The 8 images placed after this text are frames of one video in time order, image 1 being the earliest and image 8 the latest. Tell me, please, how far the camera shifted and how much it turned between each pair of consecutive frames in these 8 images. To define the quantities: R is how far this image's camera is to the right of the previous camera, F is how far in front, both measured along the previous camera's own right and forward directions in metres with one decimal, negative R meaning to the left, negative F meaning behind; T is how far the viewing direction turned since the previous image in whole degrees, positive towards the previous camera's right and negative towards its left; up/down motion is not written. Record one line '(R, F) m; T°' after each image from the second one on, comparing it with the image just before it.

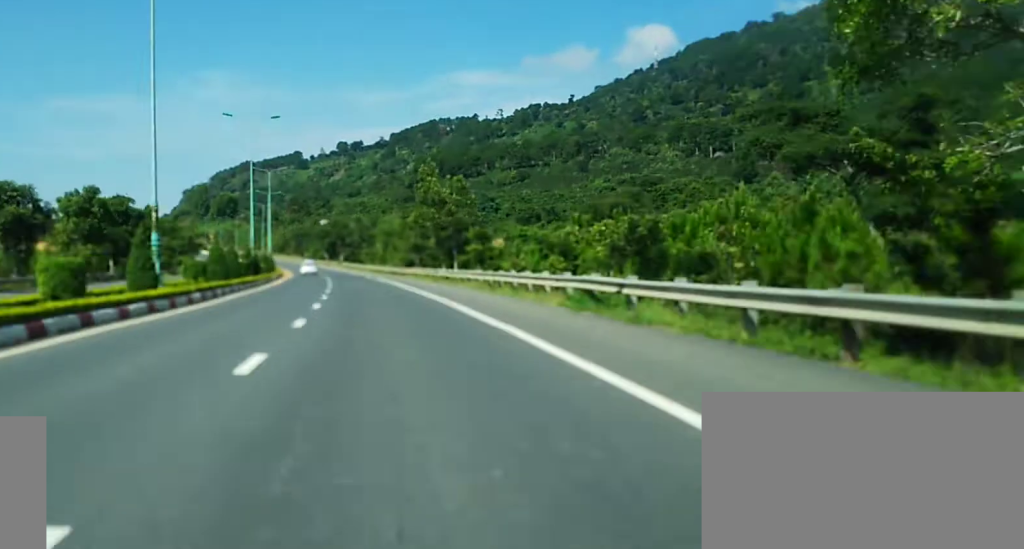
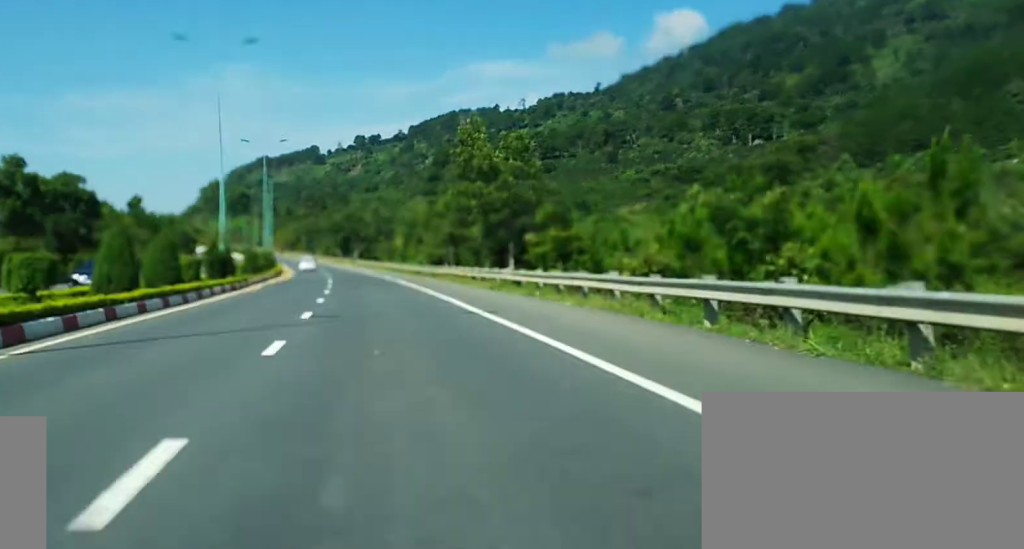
(-0.1, +22.2) m; 0°
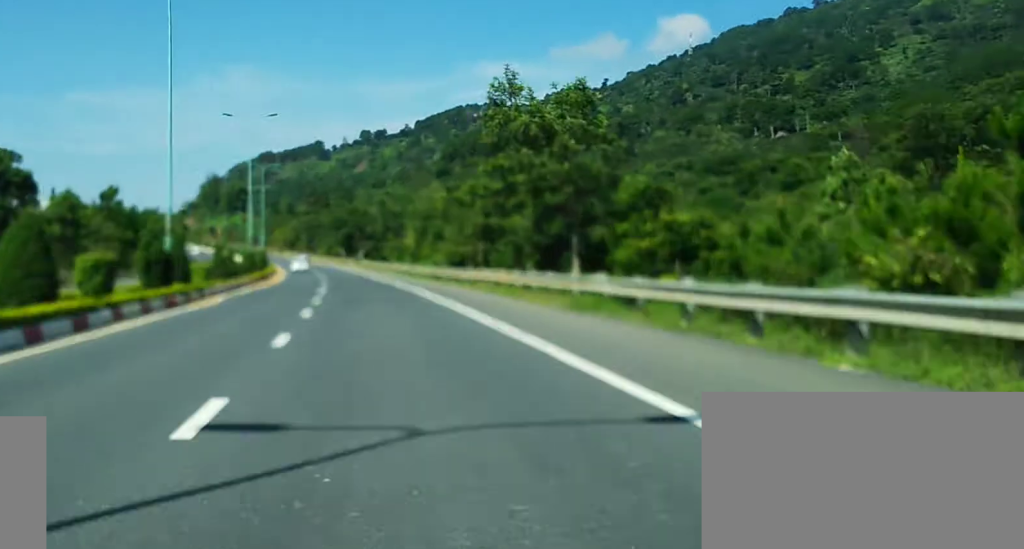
(0.0, +12.7) m; 0°
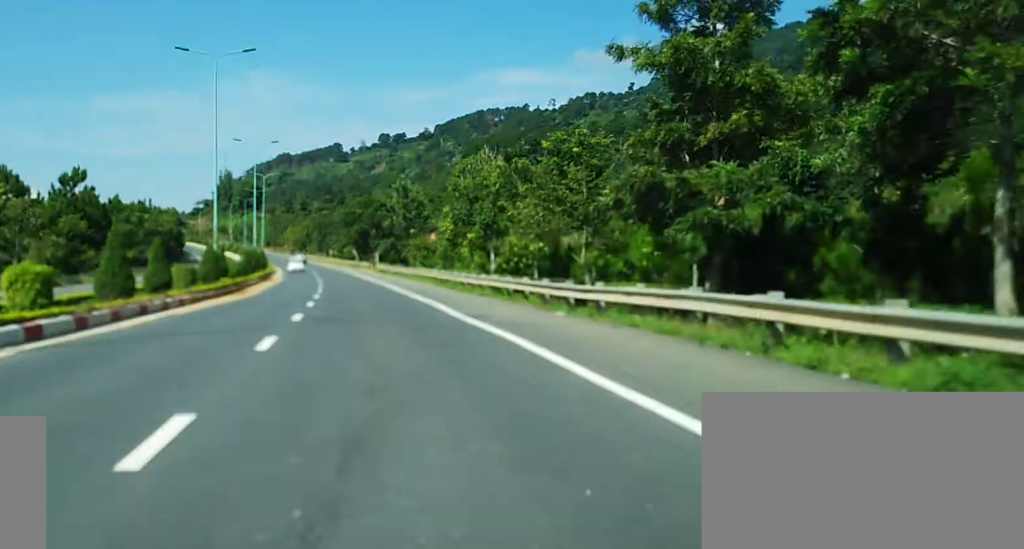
(-0.2, +25.4) m; -1°
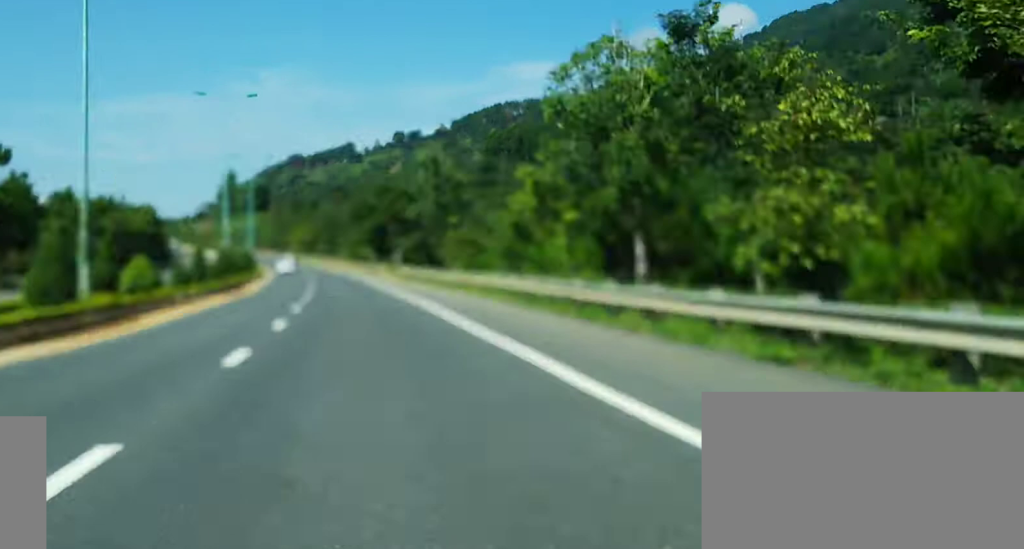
(-0.4, +25.4) m; -1°
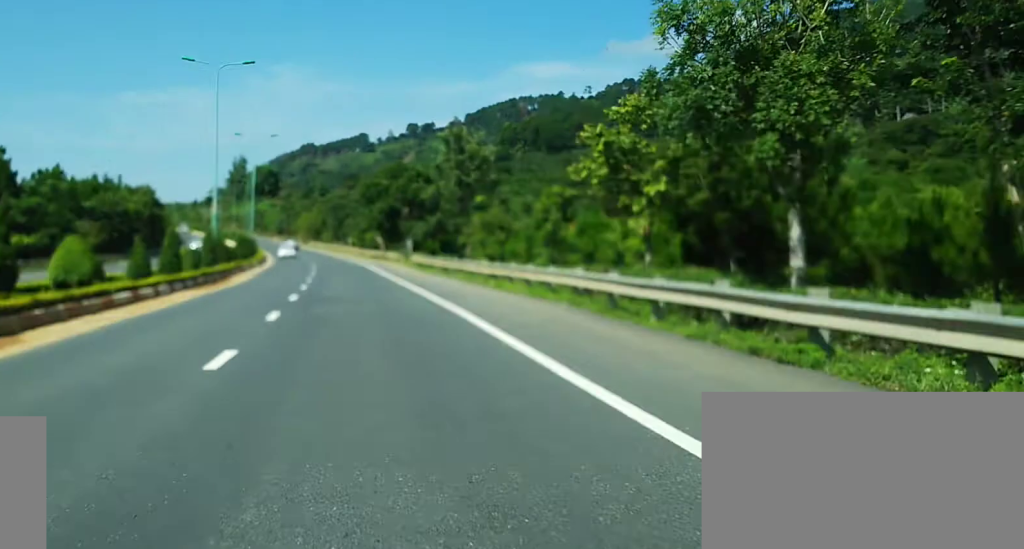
(0.0, +9.5) m; 0°
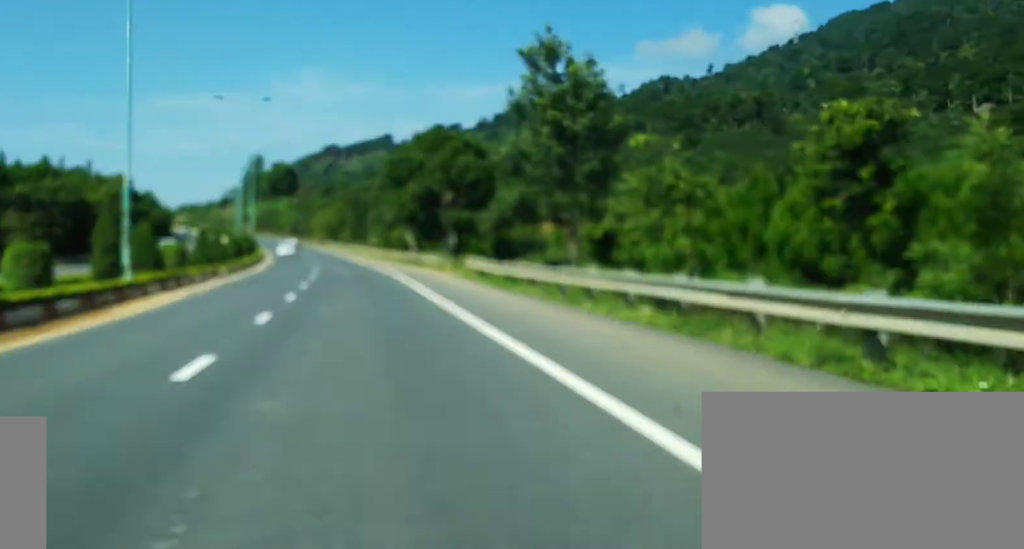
(-0.1, +25.5) m; -1°
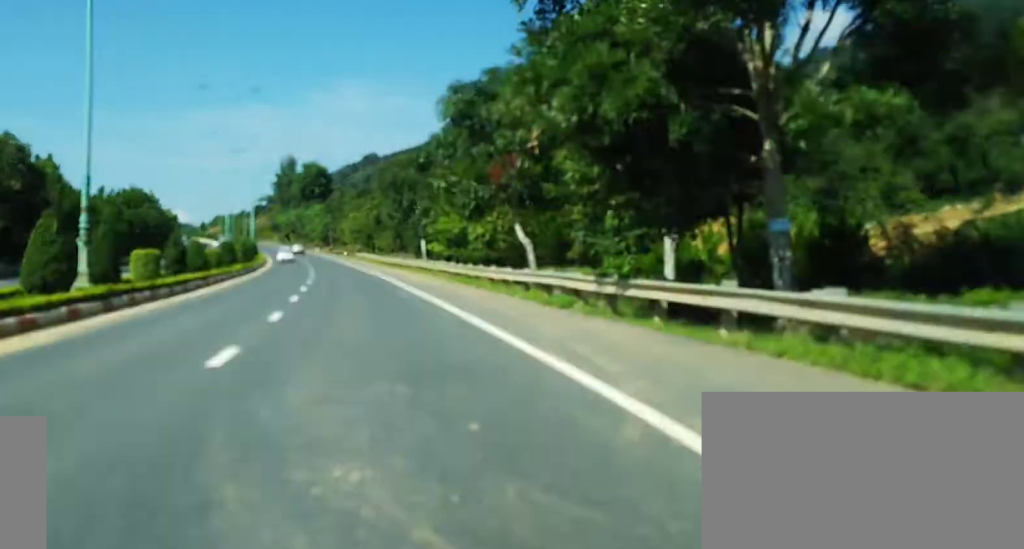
(-1.5, +48.0) m; -3°
